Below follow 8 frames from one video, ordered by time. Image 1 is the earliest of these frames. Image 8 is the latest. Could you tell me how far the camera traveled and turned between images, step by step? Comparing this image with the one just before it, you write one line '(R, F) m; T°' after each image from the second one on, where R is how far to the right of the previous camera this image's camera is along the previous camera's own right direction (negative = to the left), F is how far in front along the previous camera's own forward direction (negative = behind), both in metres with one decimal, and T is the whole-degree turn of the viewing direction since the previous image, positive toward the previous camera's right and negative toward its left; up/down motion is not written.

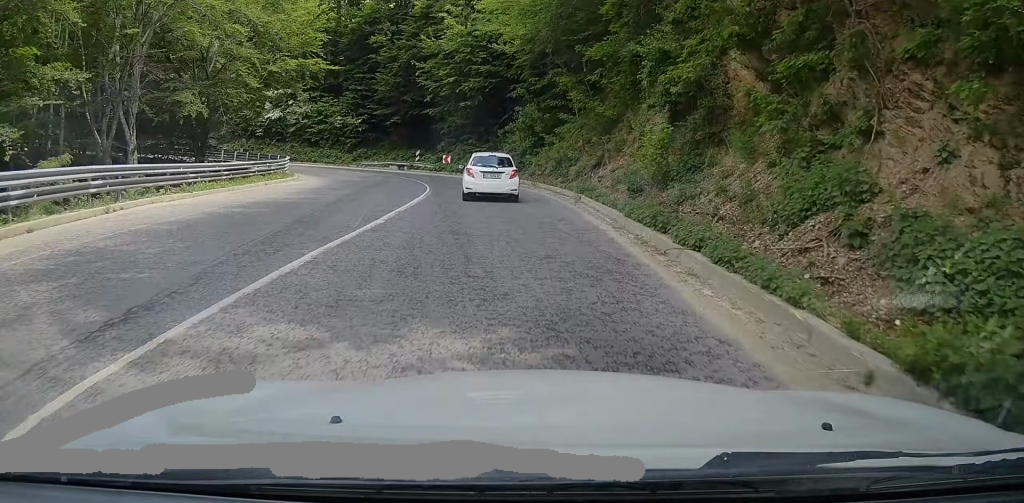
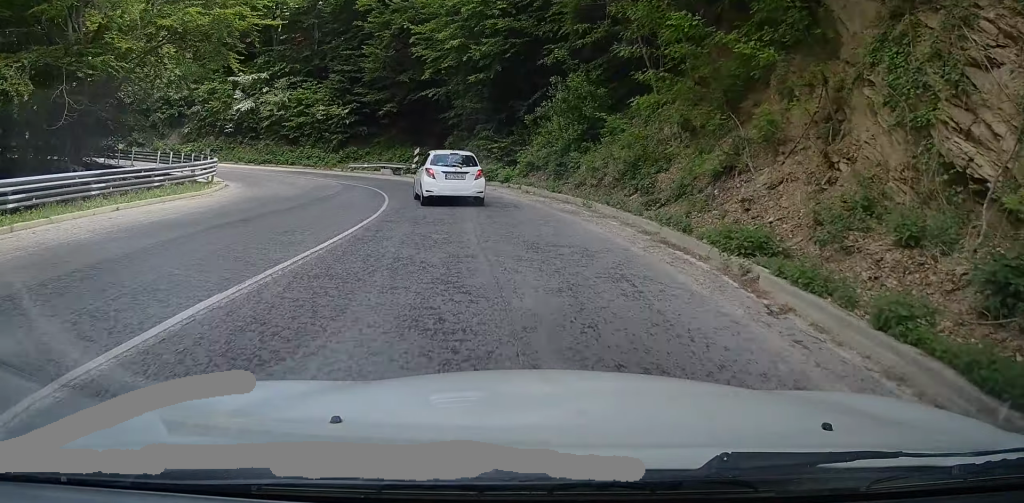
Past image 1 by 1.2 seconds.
(0.0, +13.4) m; -6°
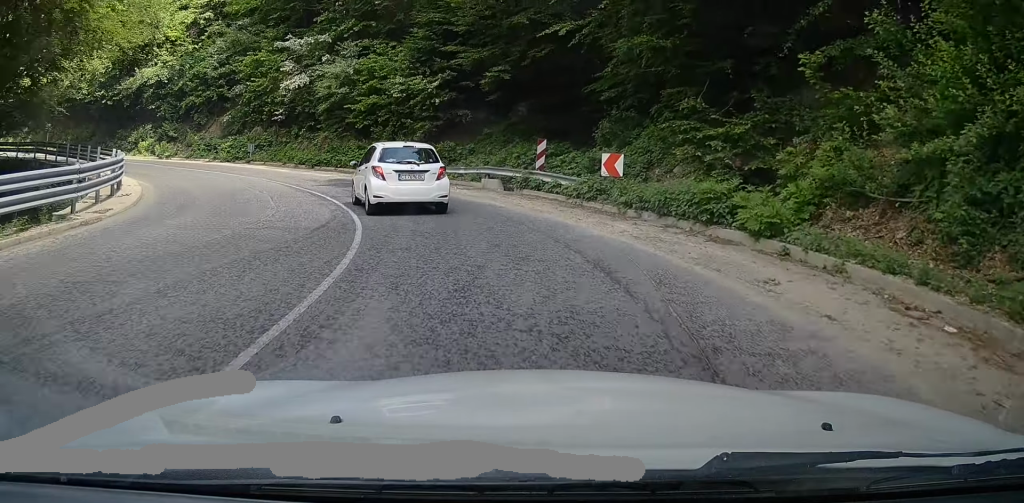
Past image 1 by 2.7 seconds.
(-2.6, +16.3) m; -15°
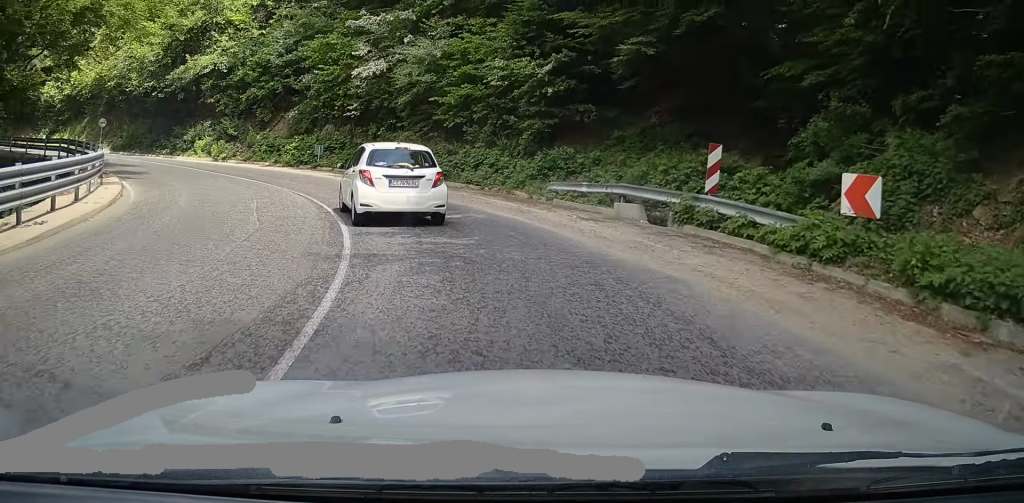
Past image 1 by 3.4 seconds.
(-0.2, +7.7) m; -6°
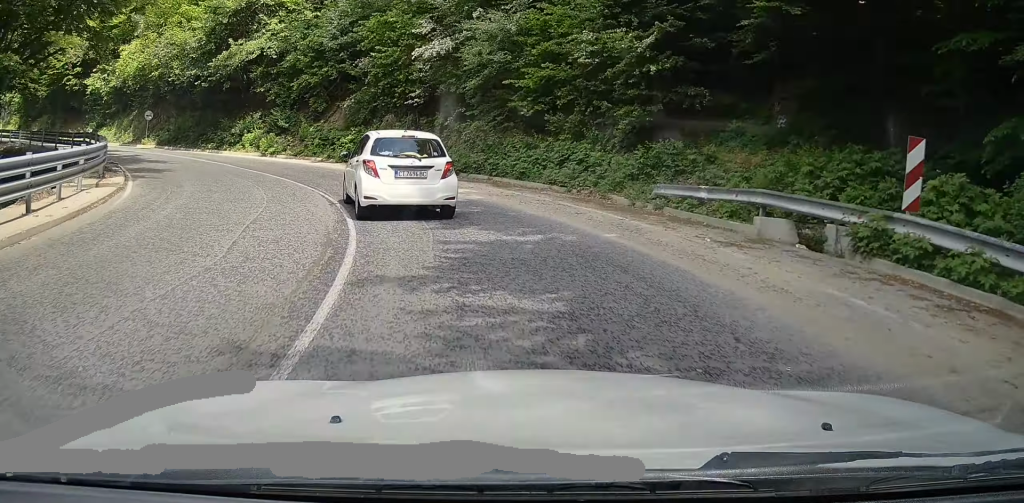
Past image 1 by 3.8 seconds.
(+0.4, +4.4) m; -4°
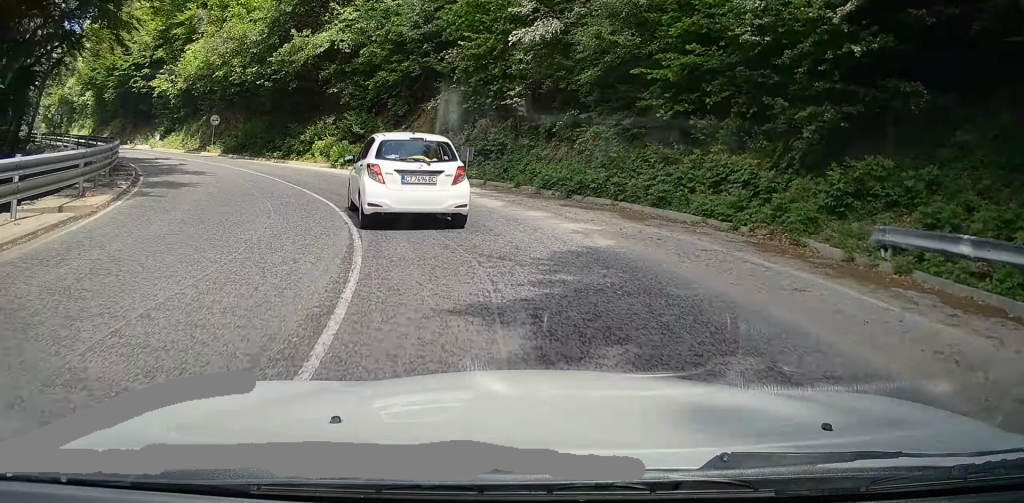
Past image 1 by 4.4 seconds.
(-0.7, +5.6) m; -8°
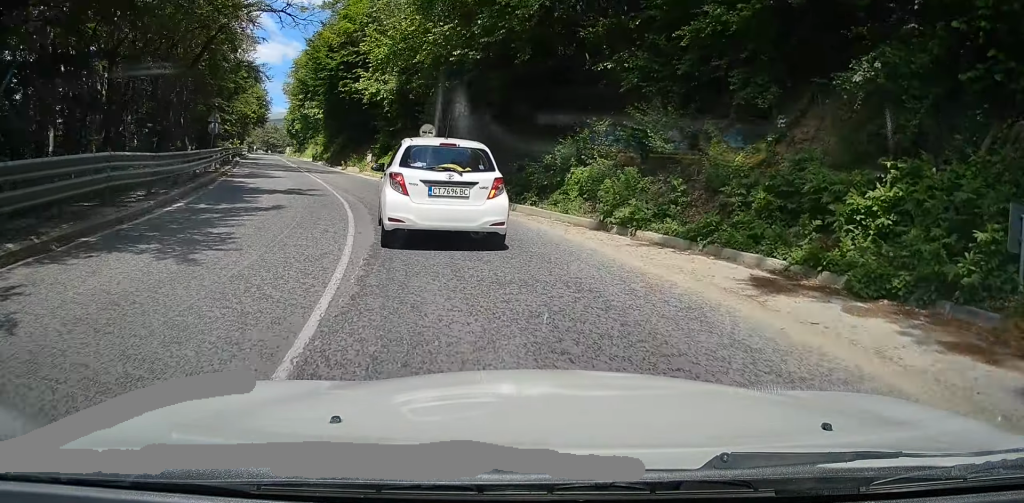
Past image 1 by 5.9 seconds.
(-3.1, +15.5) m; -22°
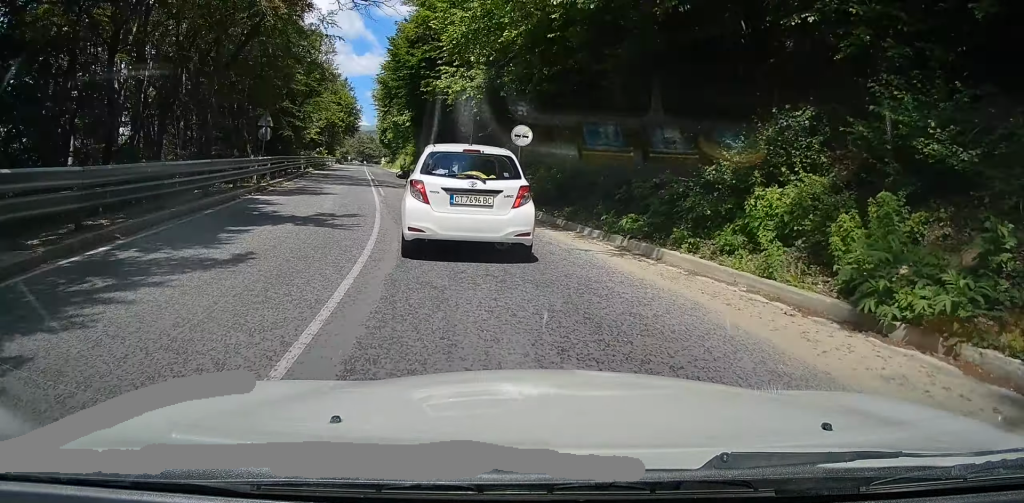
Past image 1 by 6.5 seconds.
(-0.6, +6.6) m; -9°
